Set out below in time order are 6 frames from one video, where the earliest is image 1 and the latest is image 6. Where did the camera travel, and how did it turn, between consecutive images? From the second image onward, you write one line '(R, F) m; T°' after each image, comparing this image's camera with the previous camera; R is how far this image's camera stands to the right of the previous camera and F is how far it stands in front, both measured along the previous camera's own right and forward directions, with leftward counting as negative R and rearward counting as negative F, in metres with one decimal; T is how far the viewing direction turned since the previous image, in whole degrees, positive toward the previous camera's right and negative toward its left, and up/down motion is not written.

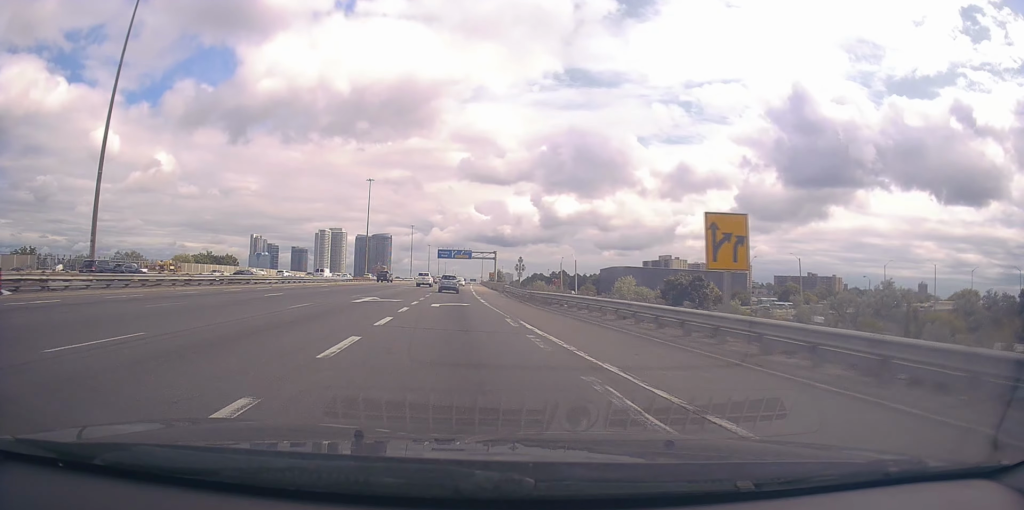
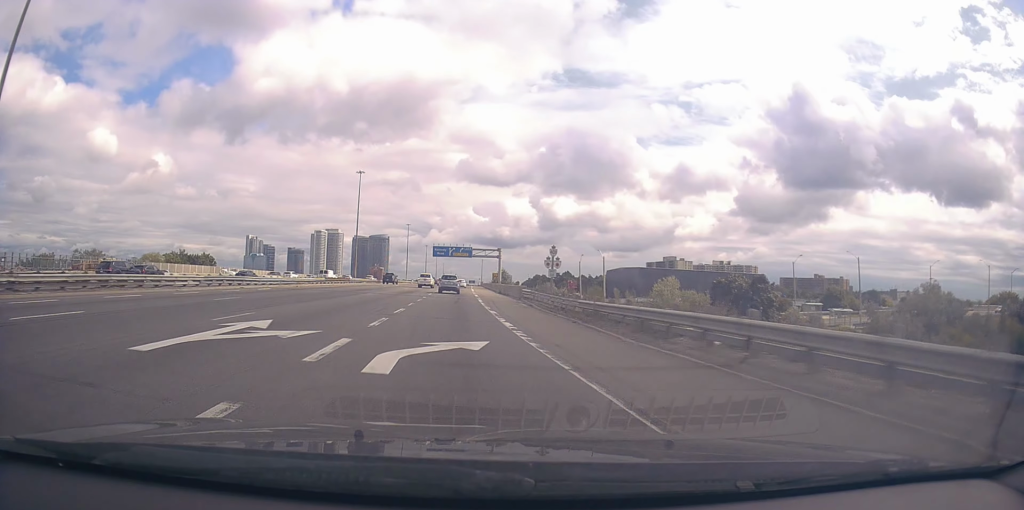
(-0.1, +17.9) m; 0°
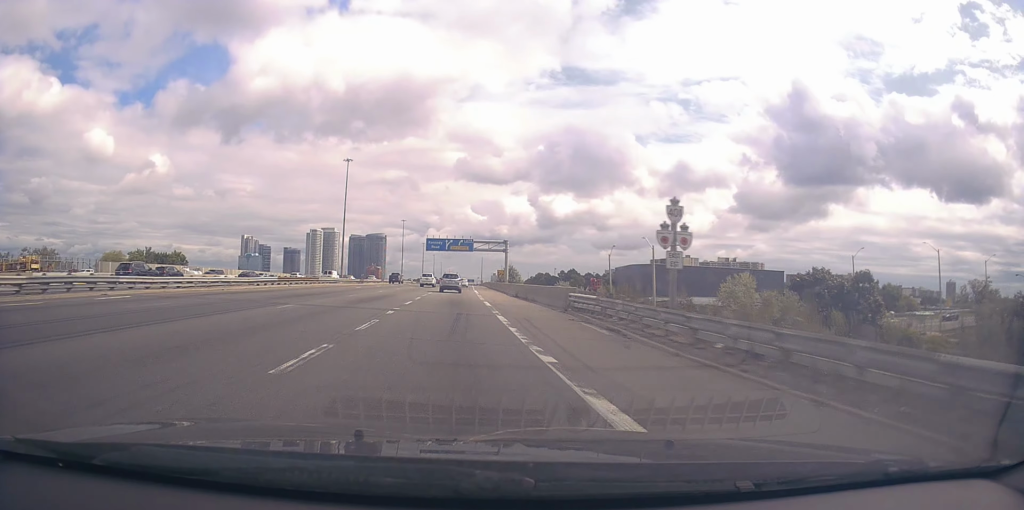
(-0.2, +18.9) m; 0°
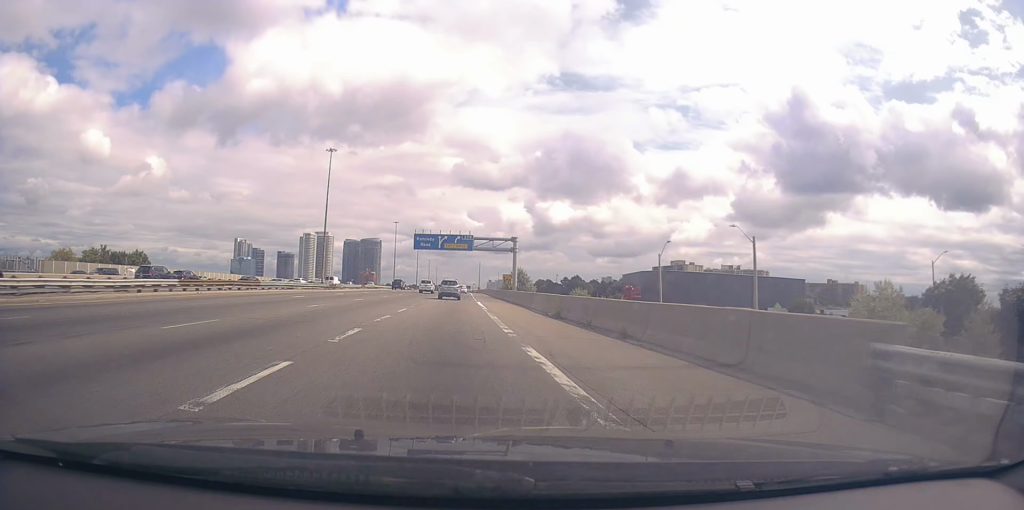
(+0.1, +19.7) m; +1°
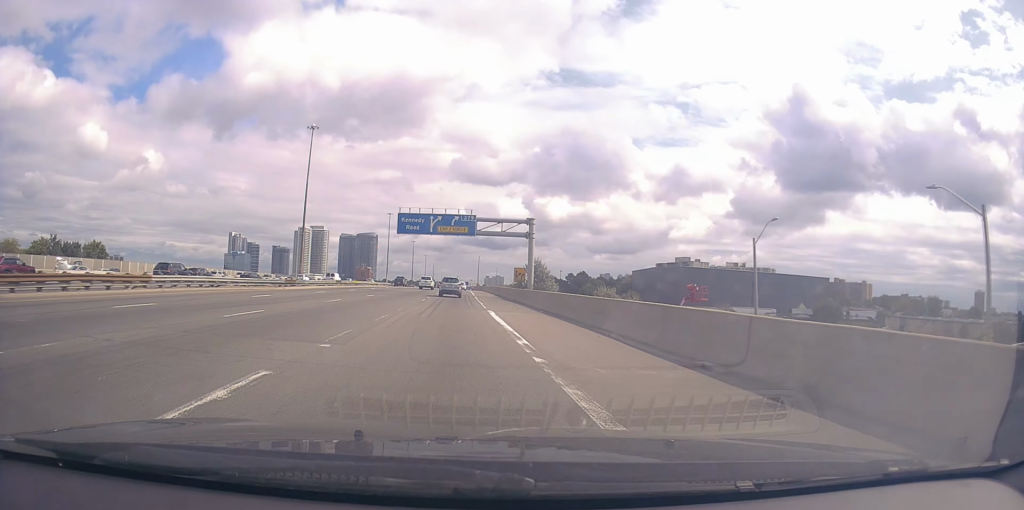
(+0.1, +18.6) m; 0°
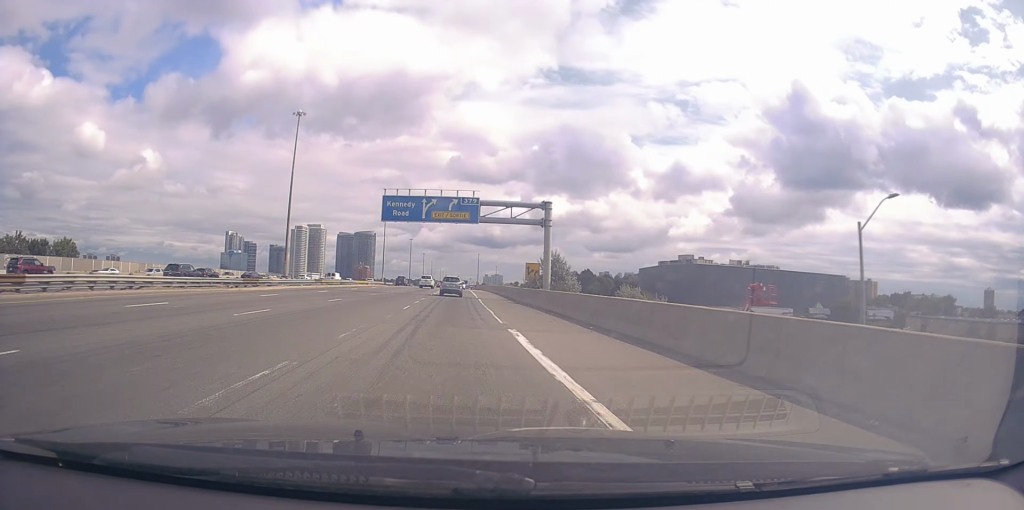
(0.0, +11.2) m; 0°
